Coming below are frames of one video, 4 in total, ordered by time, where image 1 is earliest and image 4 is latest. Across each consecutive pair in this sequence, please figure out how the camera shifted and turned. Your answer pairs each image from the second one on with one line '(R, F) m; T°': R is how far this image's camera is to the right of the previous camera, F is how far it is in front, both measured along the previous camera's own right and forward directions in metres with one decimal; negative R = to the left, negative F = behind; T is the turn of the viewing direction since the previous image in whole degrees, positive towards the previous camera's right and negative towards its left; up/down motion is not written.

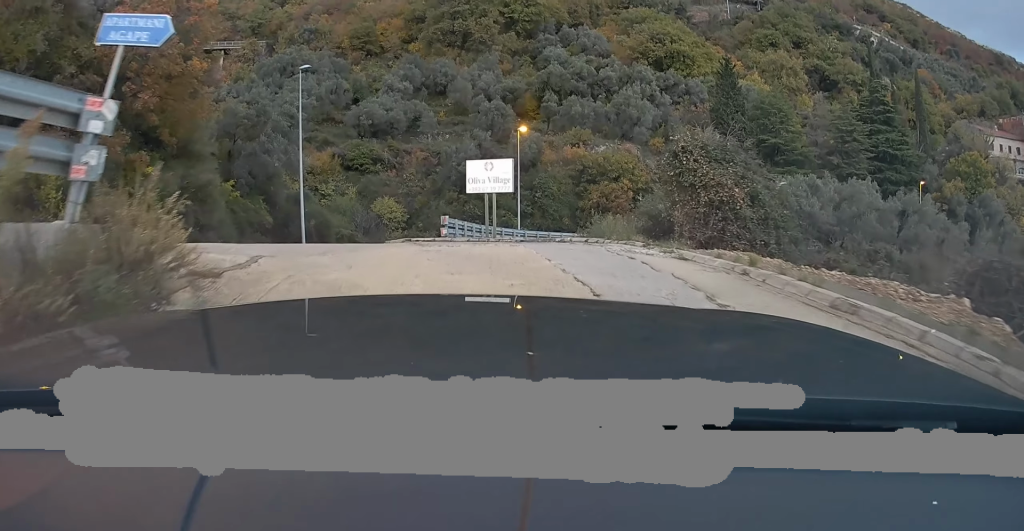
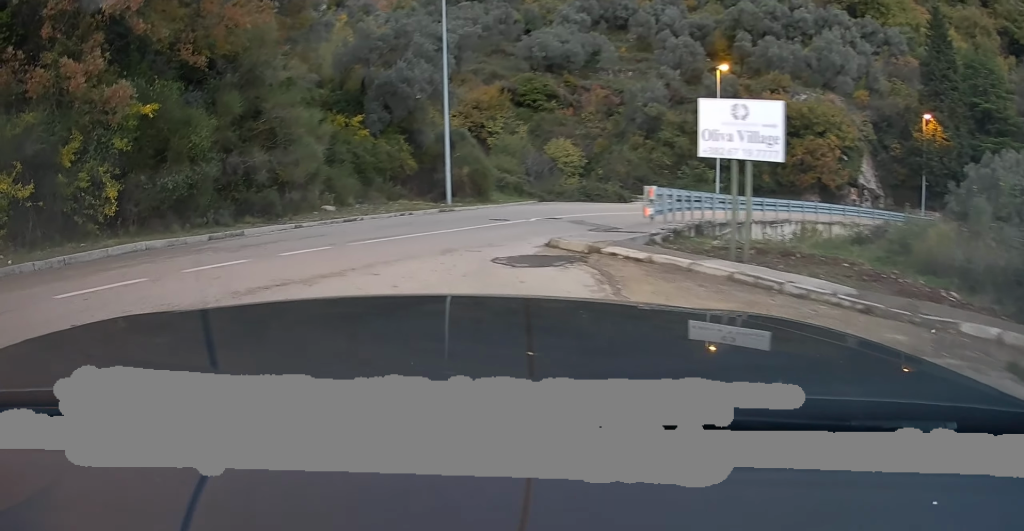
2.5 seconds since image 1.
(+0.4, +9.3) m; -1°
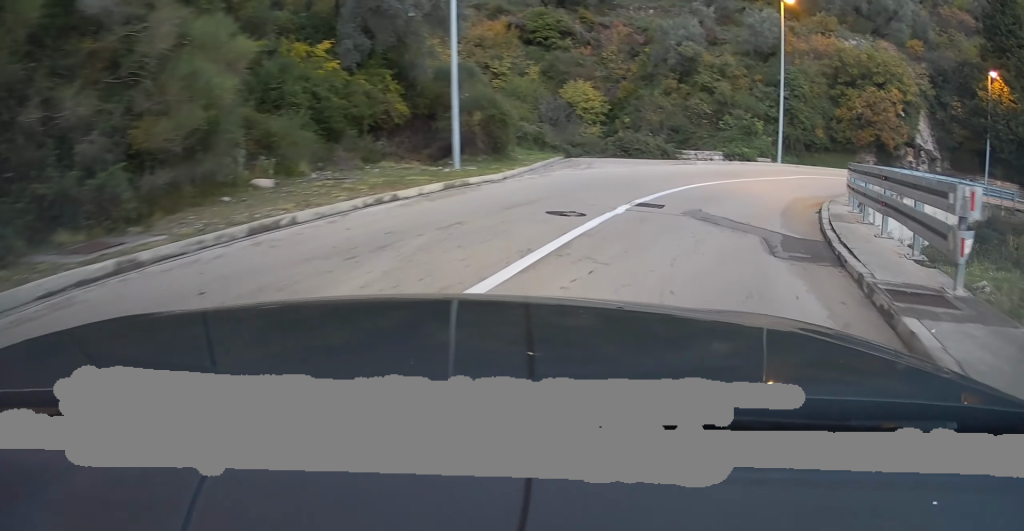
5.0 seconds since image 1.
(-0.7, +8.3) m; -1°
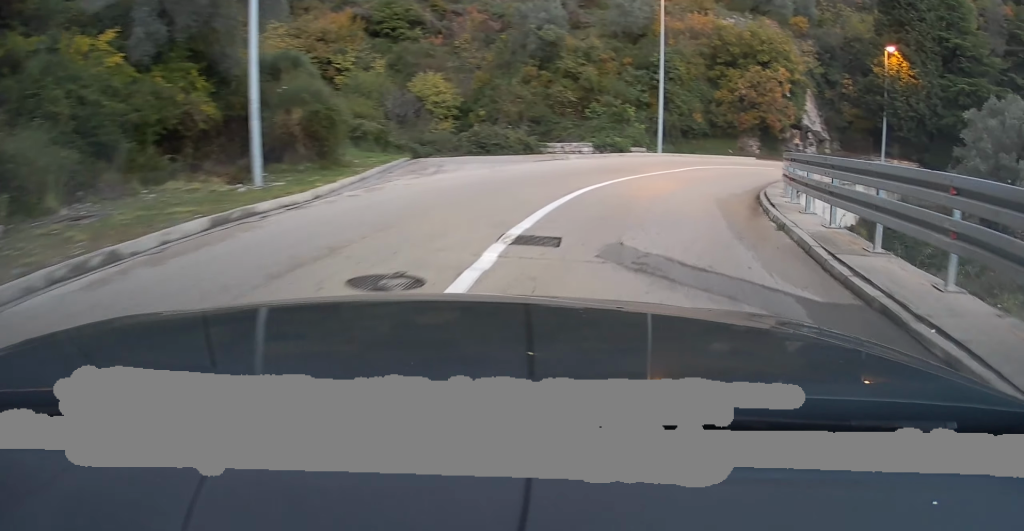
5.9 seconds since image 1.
(+0.1, +4.3) m; +6°
